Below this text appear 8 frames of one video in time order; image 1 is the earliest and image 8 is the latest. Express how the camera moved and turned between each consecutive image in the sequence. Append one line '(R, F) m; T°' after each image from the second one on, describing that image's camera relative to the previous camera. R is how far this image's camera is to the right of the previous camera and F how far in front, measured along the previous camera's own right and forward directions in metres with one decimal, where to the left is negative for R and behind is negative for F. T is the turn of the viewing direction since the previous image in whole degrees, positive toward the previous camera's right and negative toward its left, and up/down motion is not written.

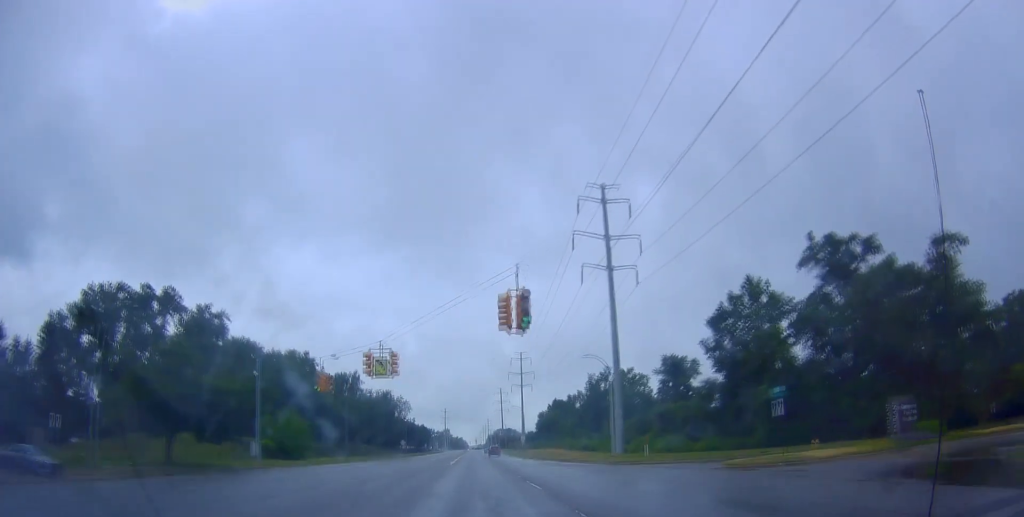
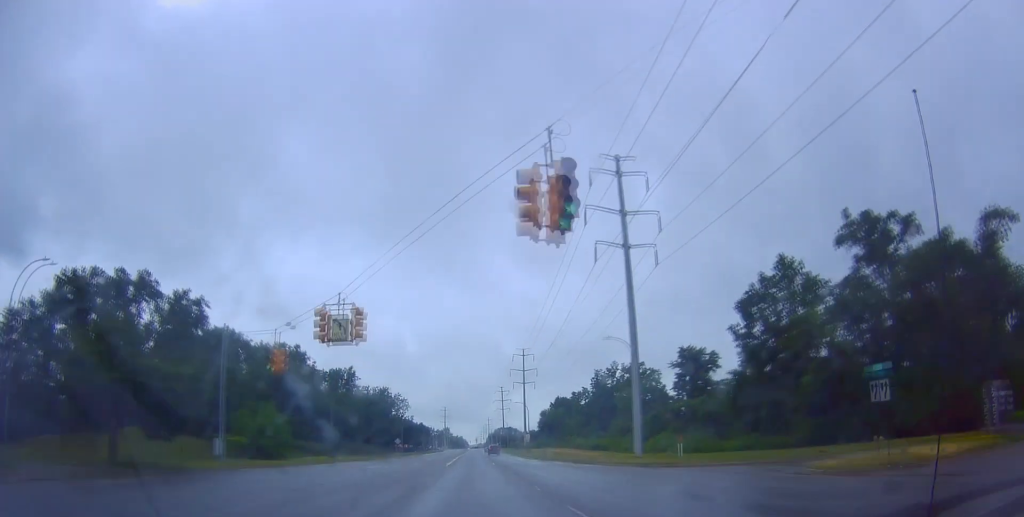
(-0.1, +8.2) m; 0°
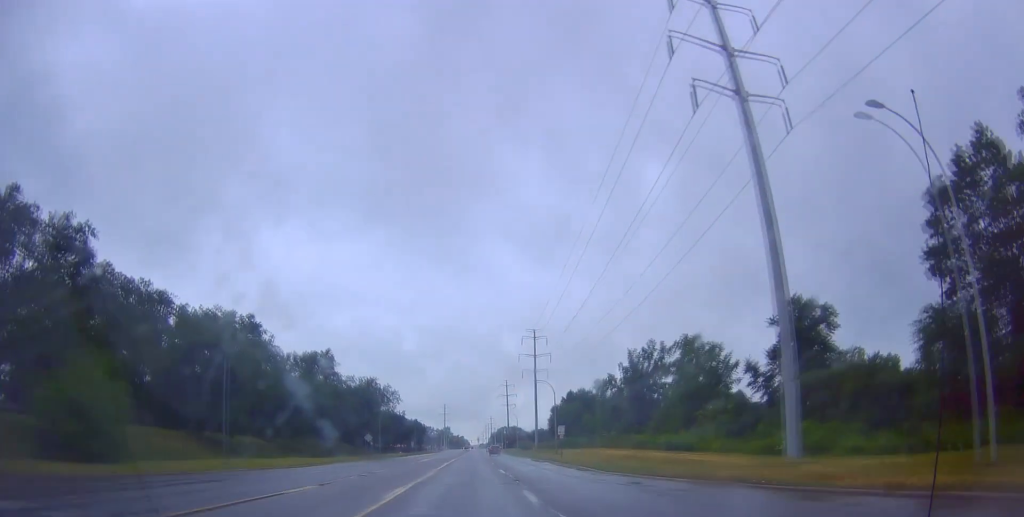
(-0.1, +32.0) m; -1°
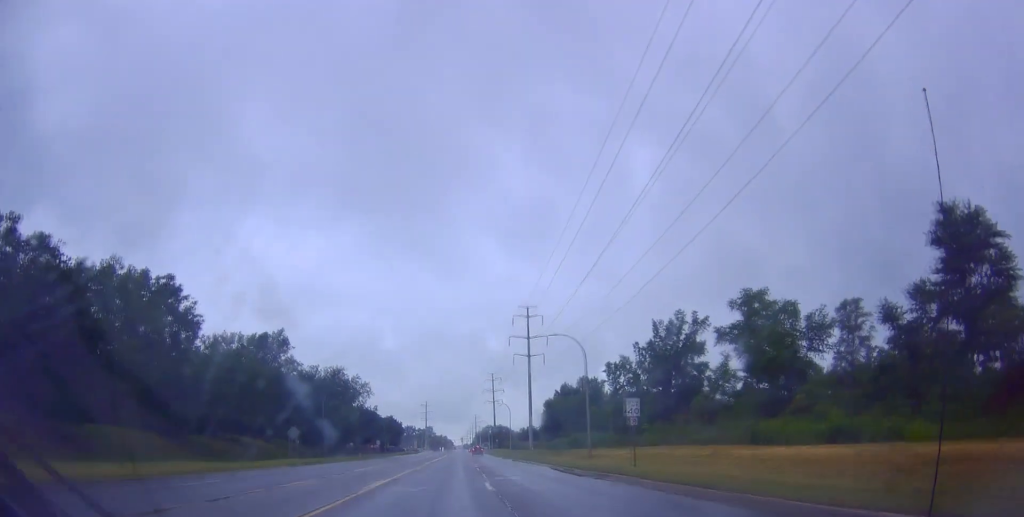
(-0.1, +28.0) m; +2°
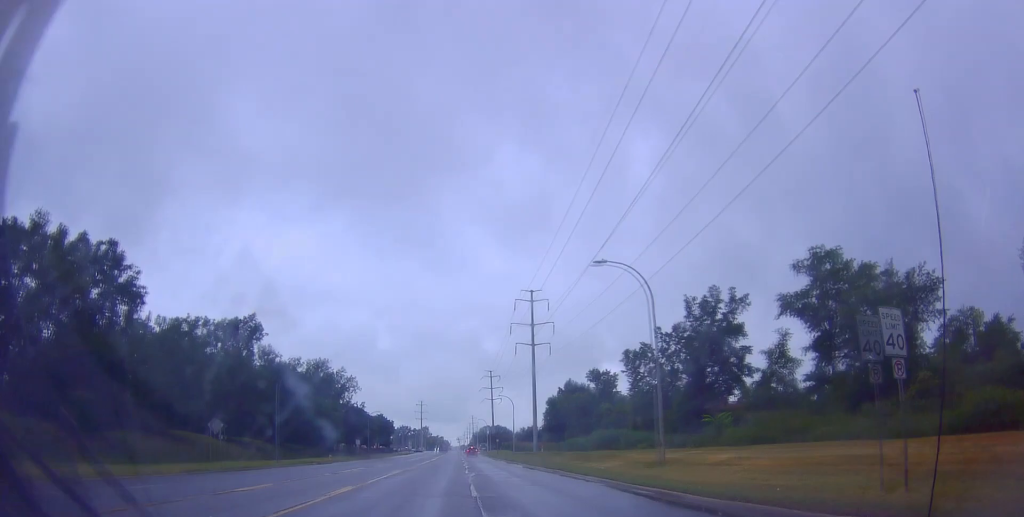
(+0.3, +16.5) m; +1°
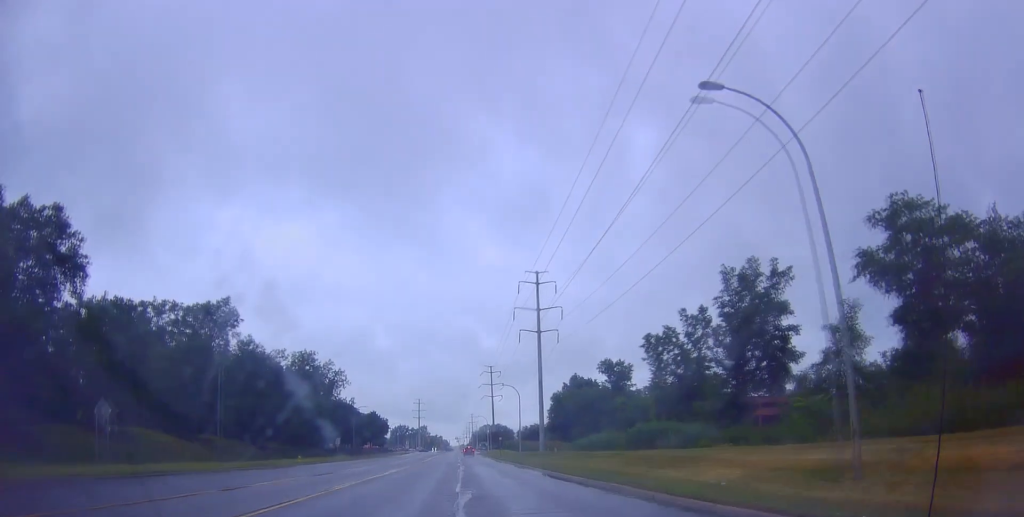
(+0.1, +13.3) m; 0°
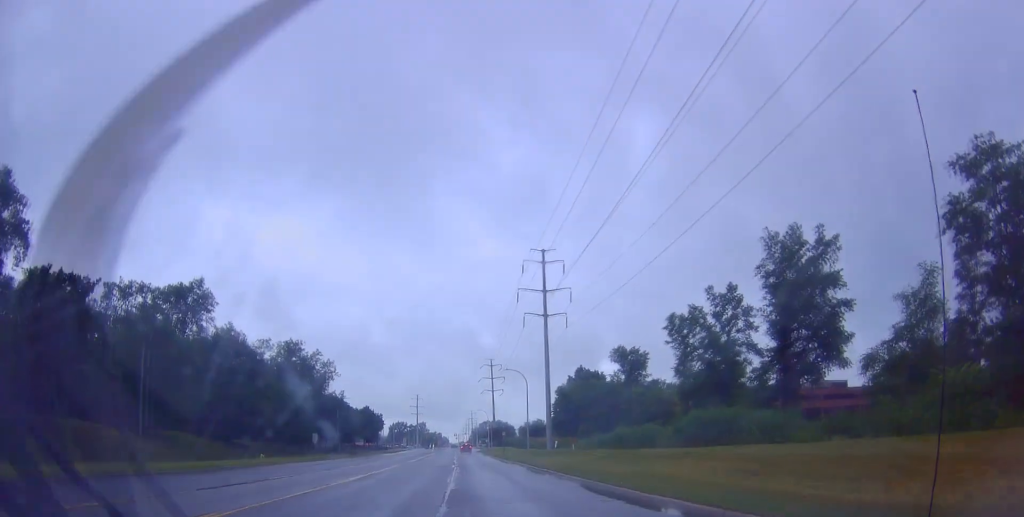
(-0.2, +11.4) m; 0°
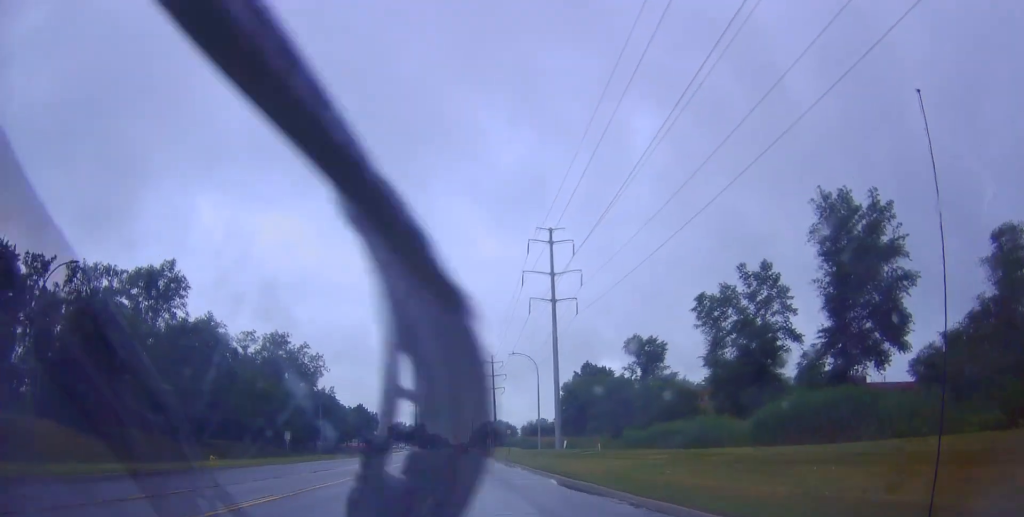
(0.0, +10.6) m; 0°
